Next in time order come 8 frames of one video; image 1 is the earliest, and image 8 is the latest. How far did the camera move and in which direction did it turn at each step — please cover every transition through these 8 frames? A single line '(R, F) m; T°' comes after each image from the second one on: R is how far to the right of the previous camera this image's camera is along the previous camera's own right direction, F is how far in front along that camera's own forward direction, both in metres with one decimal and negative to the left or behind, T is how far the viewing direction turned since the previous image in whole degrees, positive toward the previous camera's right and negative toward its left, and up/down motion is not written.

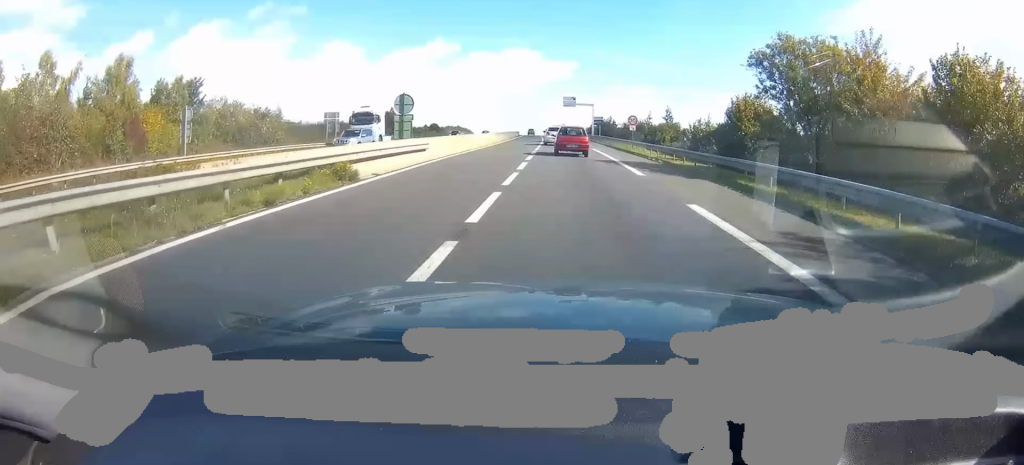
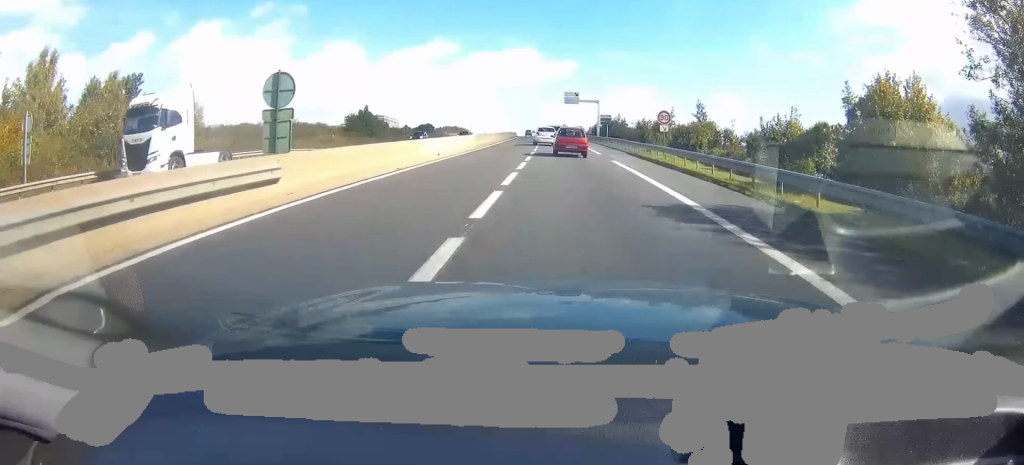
(+0.1, +13.2) m; 0°
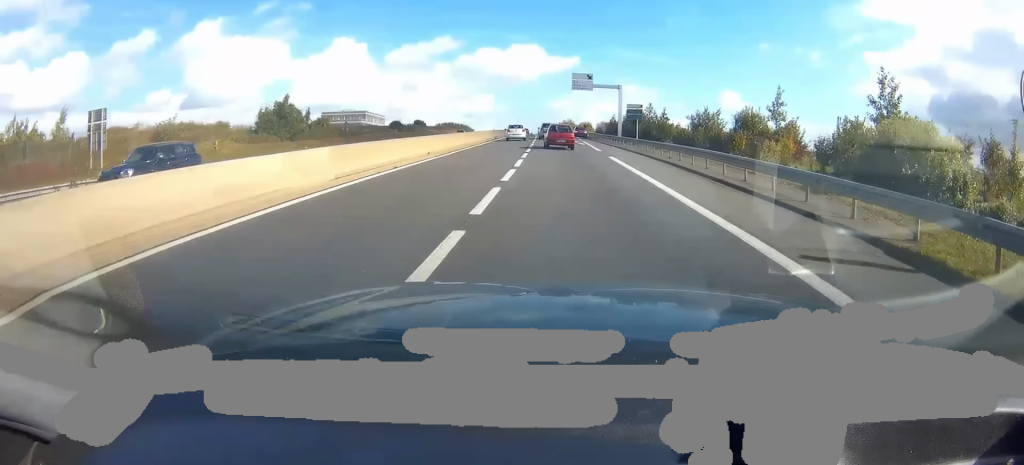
(-0.3, +28.2) m; -1°
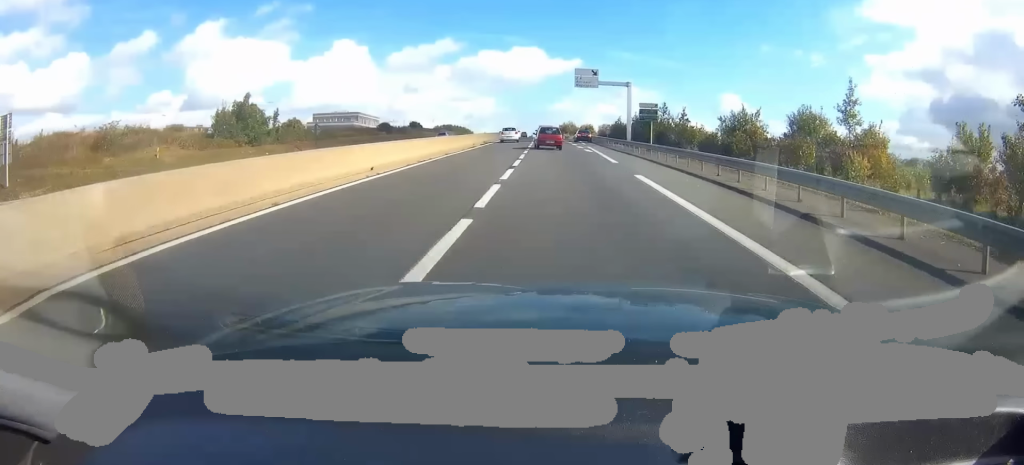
(0.0, +9.0) m; -1°
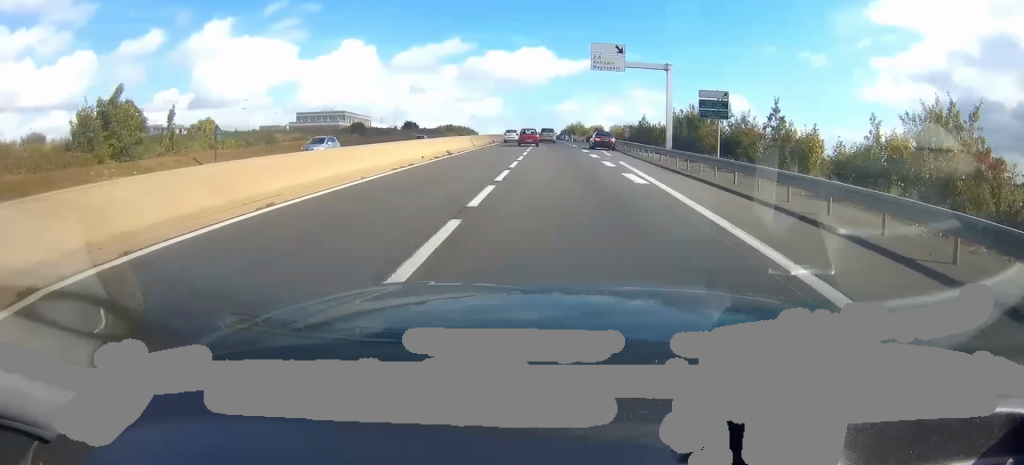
(-0.3, +19.8) m; -2°
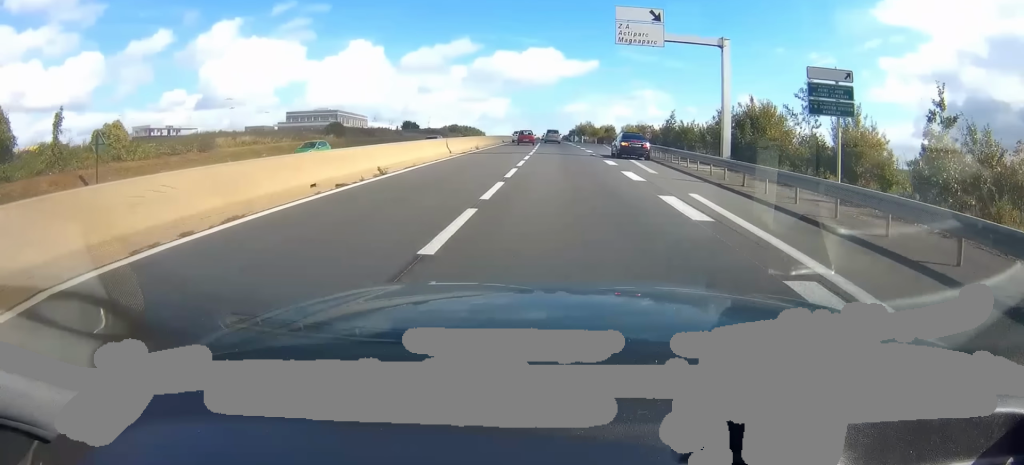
(-0.3, +14.0) m; -1°
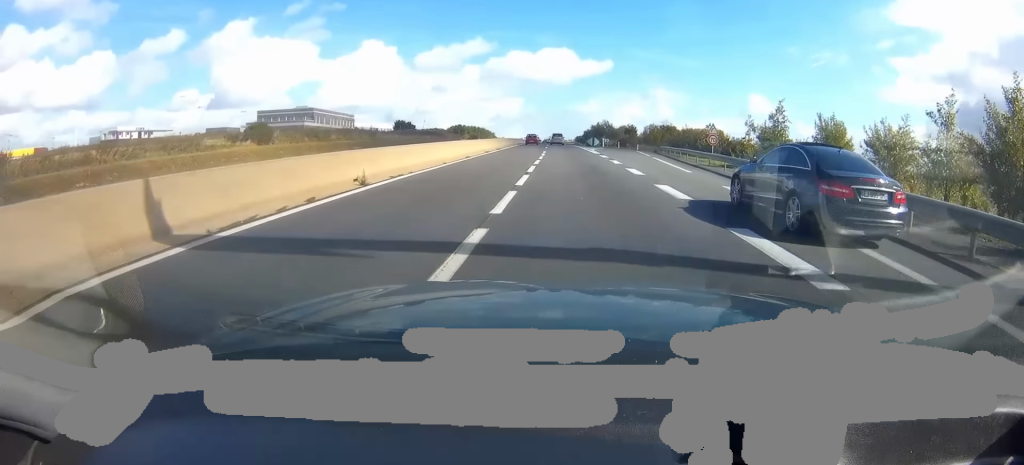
(+0.1, +30.3) m; +1°
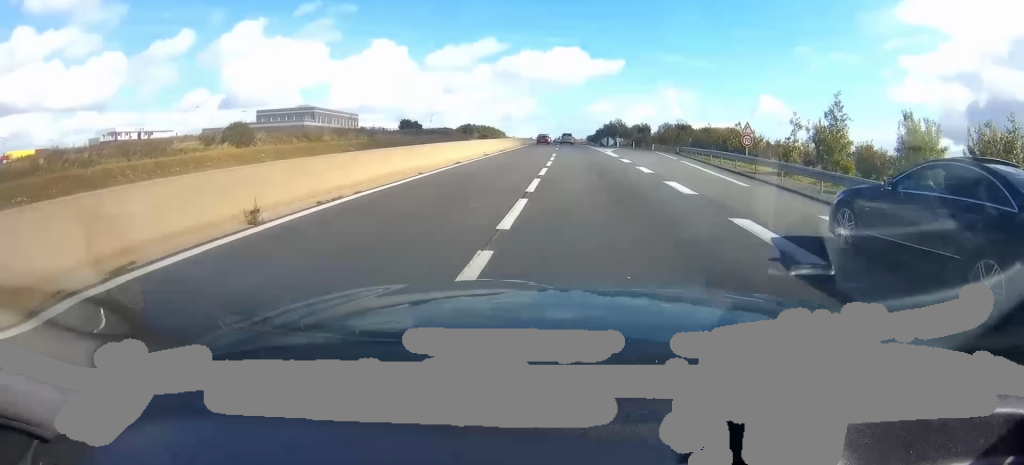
(0.0, +8.8) m; 0°
